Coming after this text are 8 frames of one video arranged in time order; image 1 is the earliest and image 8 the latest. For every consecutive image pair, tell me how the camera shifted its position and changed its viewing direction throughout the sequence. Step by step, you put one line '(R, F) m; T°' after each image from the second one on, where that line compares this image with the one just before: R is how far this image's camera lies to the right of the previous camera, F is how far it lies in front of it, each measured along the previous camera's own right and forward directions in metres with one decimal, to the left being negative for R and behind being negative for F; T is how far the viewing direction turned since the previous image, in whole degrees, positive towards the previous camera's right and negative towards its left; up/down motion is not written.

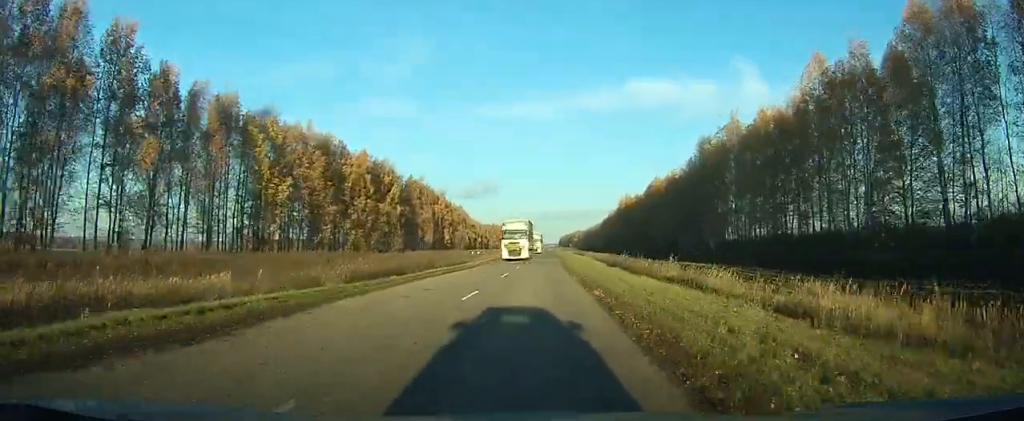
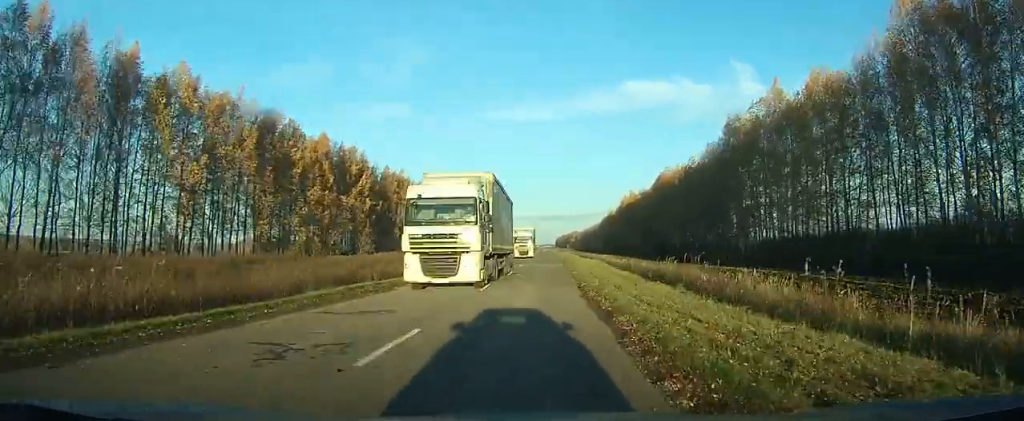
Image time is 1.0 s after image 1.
(-0.4, +18.4) m; 0°
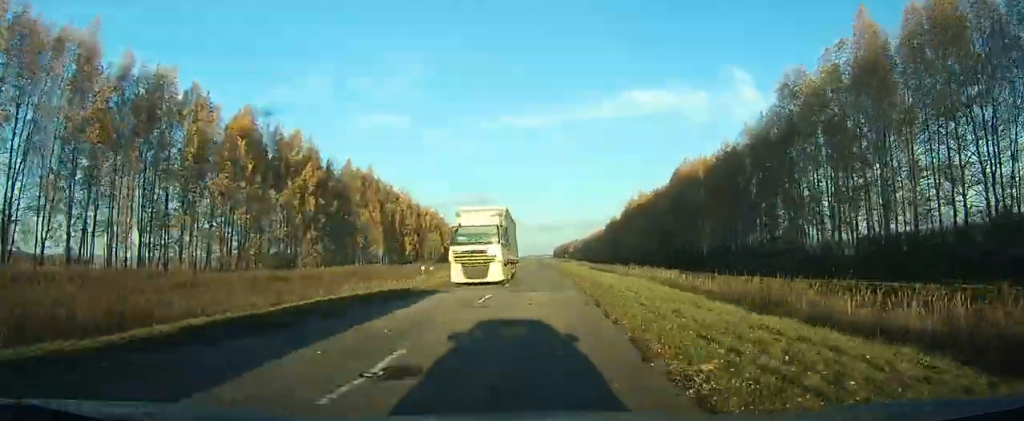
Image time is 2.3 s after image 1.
(+0.5, +24.3) m; +1°
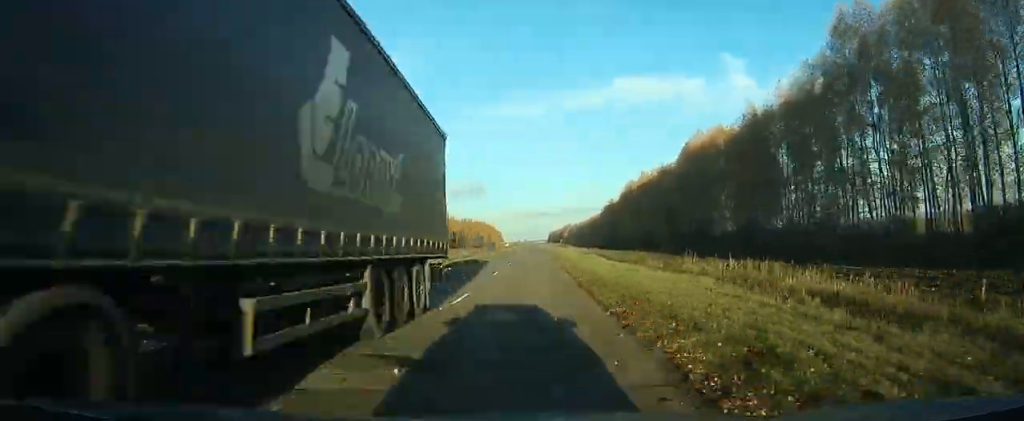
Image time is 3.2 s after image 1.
(+0.3, +15.8) m; +1°
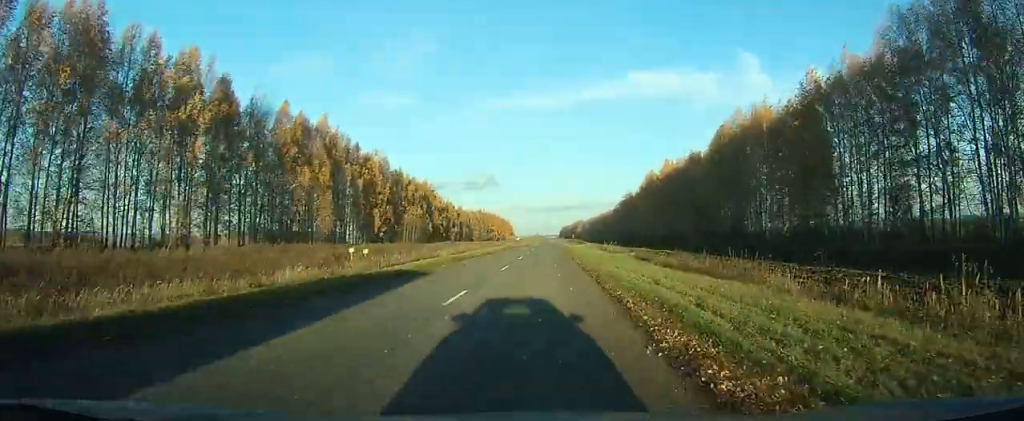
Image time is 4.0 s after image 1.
(-0.1, +15.8) m; 0°
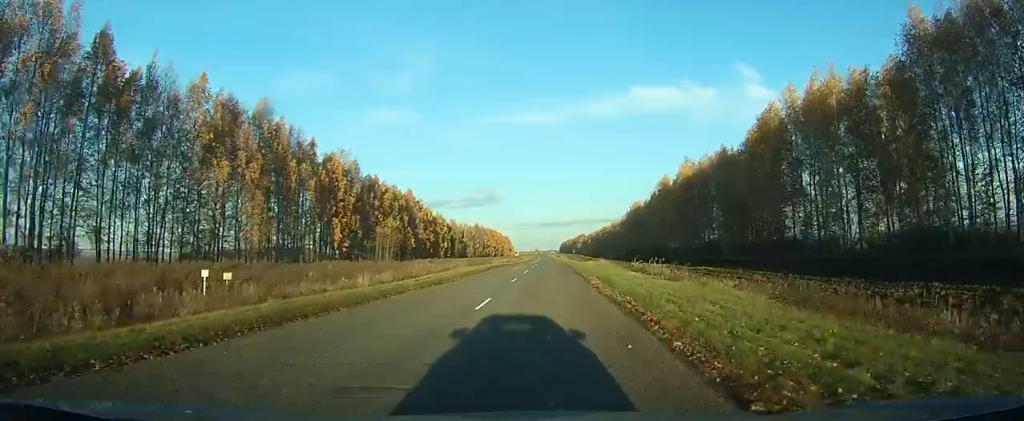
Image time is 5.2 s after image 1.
(-0.3, +24.0) m; +1°
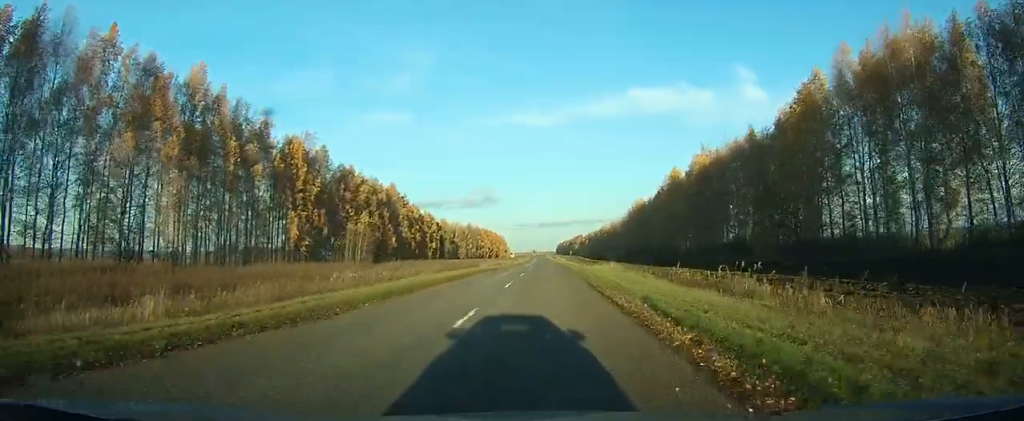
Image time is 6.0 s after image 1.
(+0.3, +16.5) m; 0°
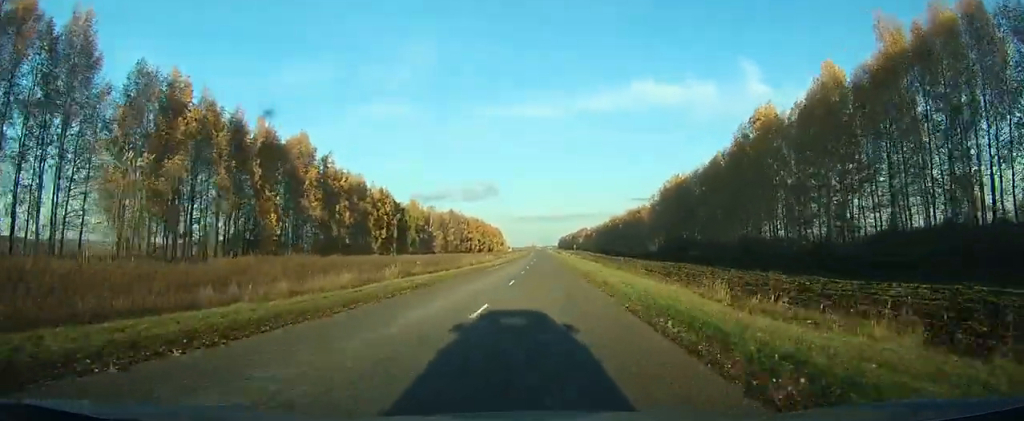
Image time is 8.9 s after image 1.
(+0.6, +60.2) m; 0°
